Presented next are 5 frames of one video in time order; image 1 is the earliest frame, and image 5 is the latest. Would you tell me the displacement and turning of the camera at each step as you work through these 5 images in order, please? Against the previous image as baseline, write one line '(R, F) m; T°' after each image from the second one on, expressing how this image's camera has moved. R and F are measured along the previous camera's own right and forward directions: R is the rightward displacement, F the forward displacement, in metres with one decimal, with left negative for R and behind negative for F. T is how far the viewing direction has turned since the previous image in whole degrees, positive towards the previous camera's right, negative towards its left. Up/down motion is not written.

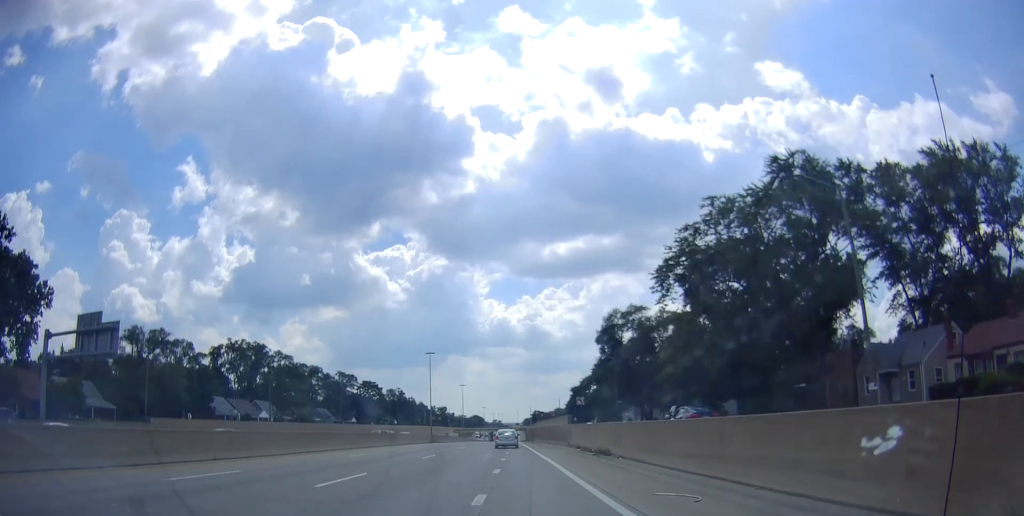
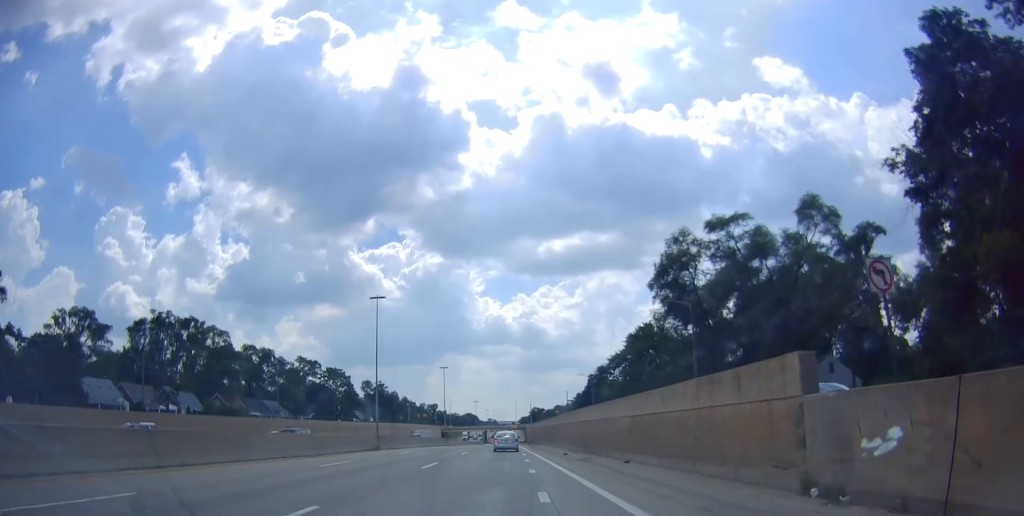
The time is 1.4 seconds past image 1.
(-0.7, +37.7) m; -1°
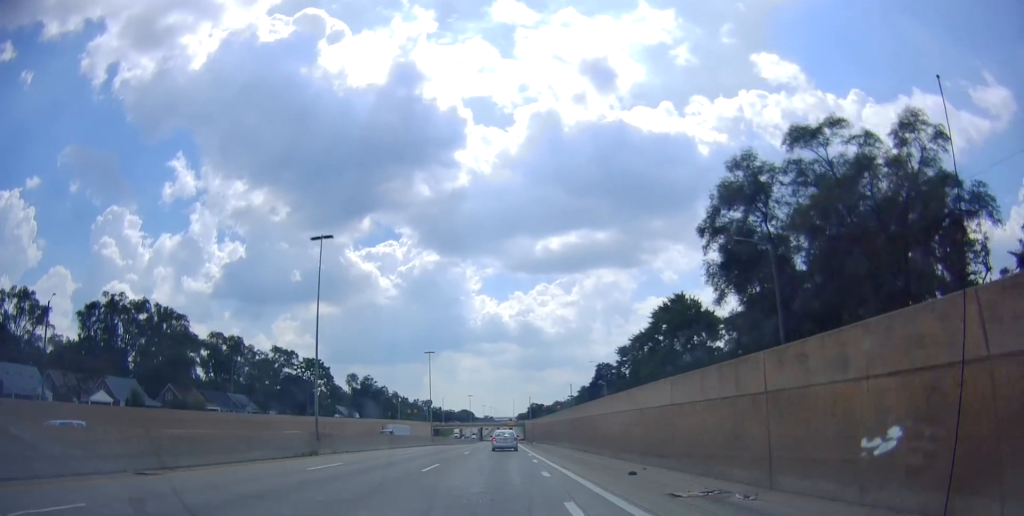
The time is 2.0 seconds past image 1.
(0.0, +17.5) m; +1°
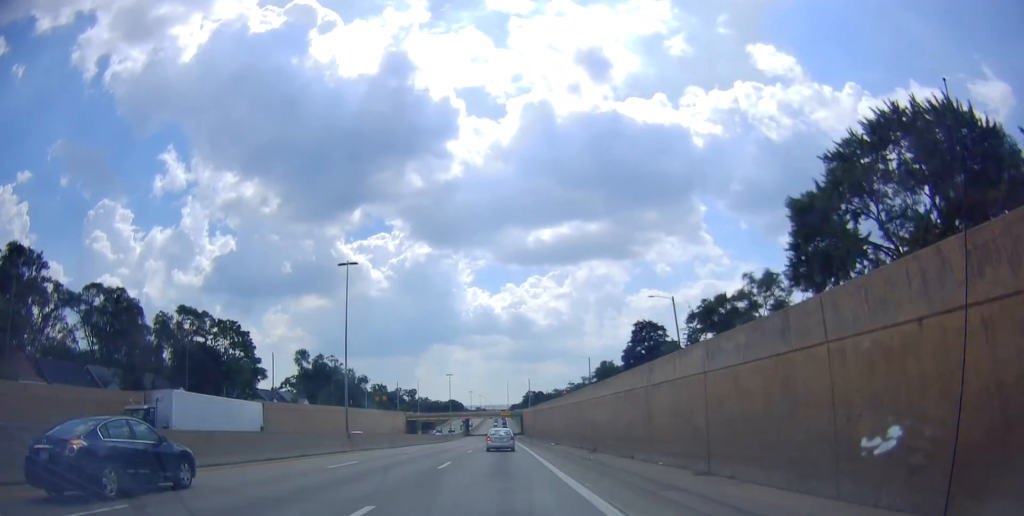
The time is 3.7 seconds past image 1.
(+0.8, +45.8) m; 0°
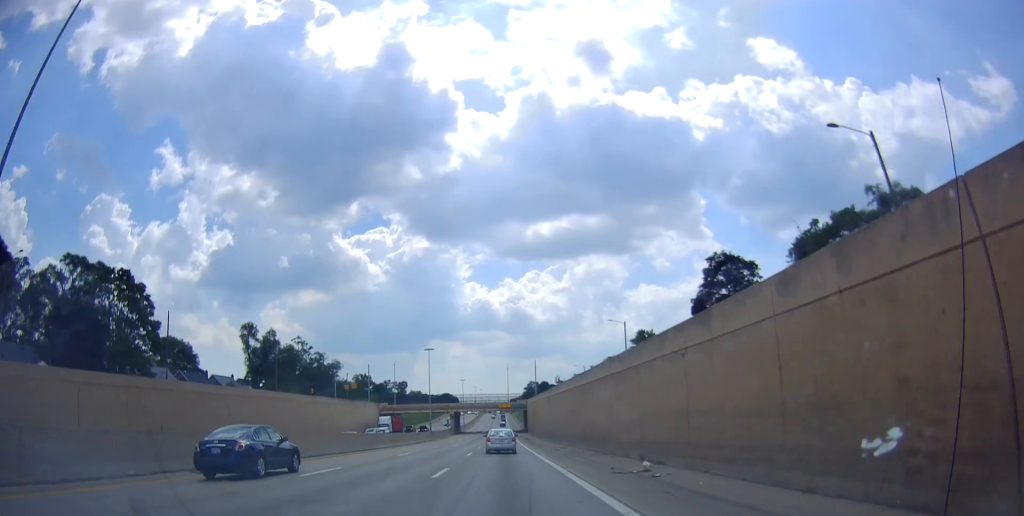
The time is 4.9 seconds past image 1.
(+0.1, +34.9) m; +1°
